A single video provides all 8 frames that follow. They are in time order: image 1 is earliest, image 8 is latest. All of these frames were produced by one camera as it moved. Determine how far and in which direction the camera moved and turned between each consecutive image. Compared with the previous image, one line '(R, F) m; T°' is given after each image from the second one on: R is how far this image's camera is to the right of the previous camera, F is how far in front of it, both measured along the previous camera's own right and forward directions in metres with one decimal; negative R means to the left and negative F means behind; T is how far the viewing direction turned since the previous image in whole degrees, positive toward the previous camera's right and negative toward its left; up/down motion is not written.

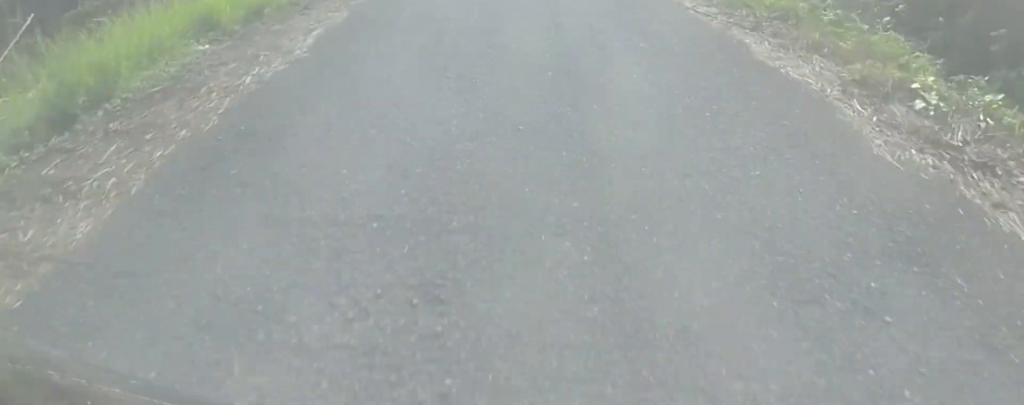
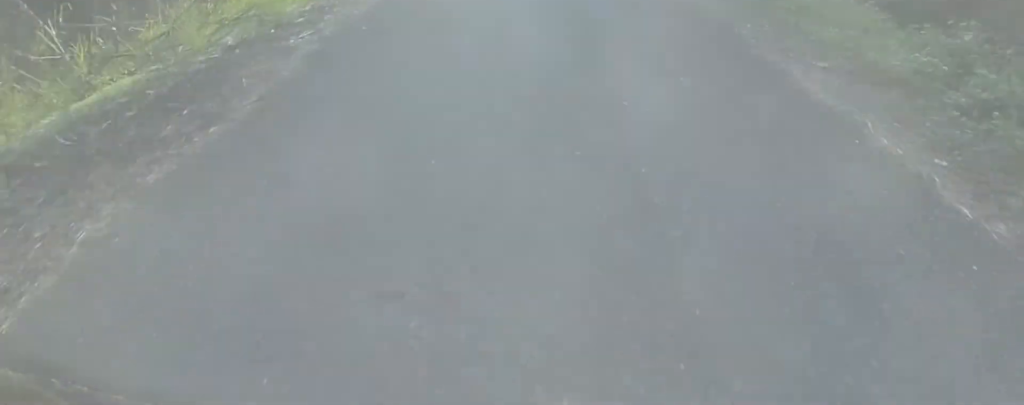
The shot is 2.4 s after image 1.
(+0.2, +27.2) m; +1°
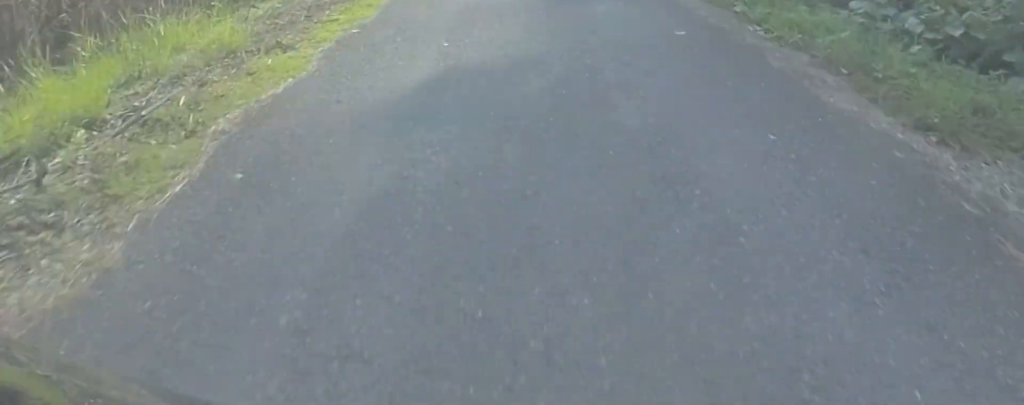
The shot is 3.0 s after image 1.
(+0.3, +7.4) m; 0°
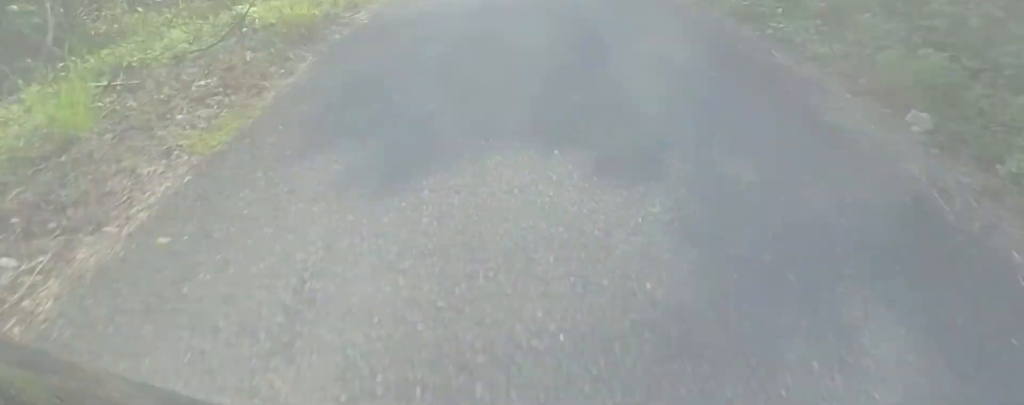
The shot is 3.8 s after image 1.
(-0.1, +8.9) m; 0°
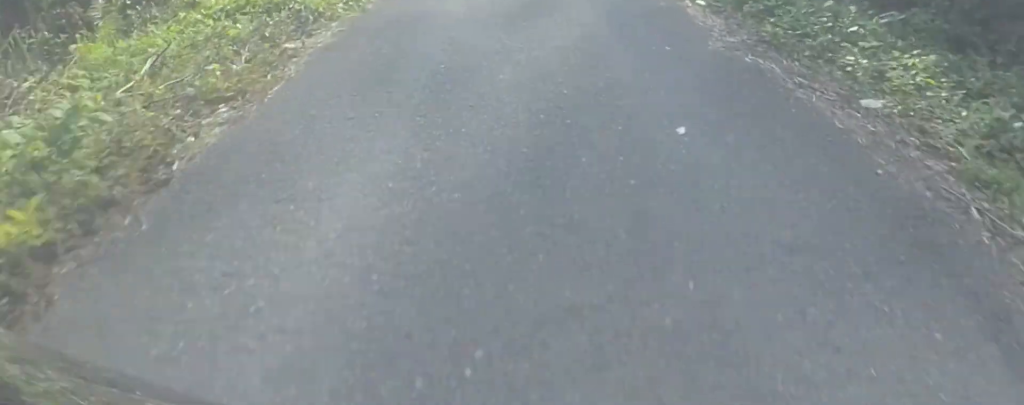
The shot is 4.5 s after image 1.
(-0.1, +7.3) m; 0°
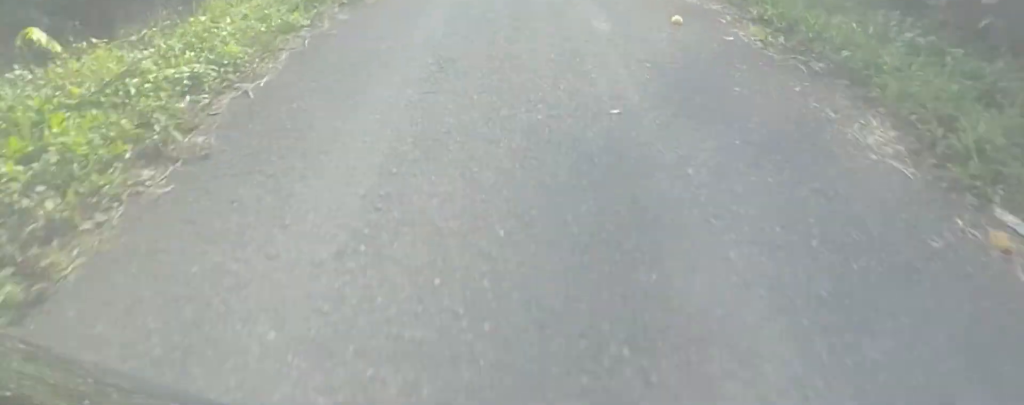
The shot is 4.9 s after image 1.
(+0.1, +4.3) m; 0°
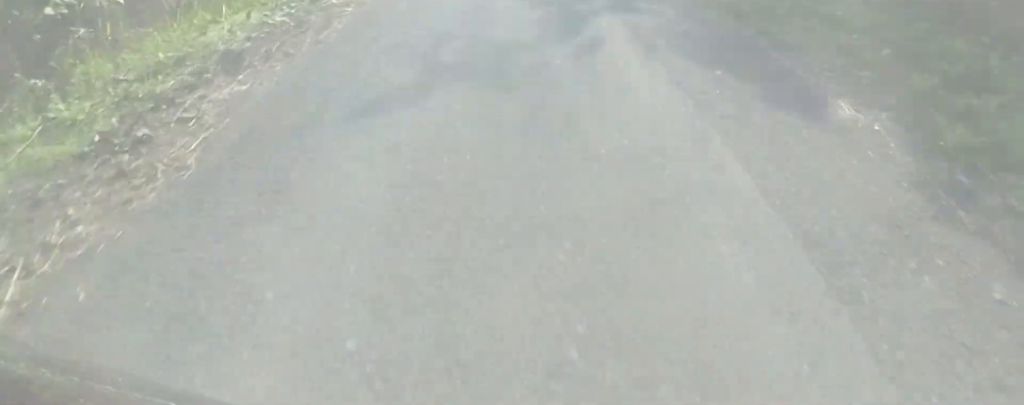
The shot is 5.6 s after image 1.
(0.0, +7.4) m; -2°
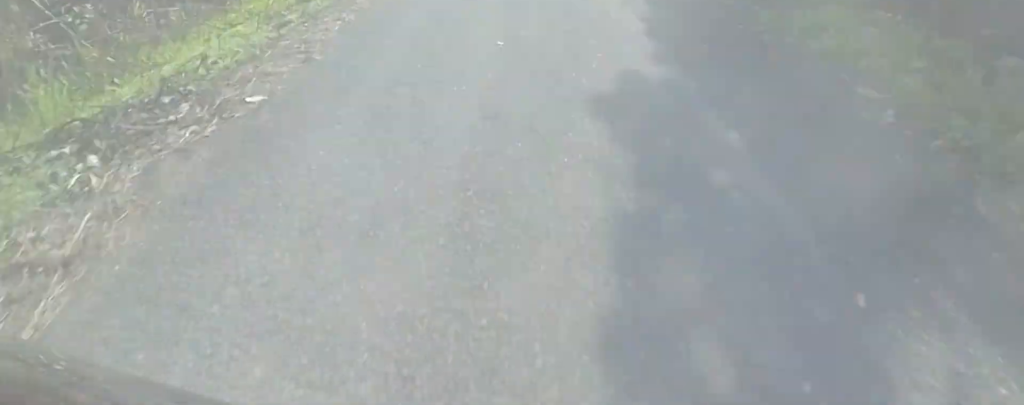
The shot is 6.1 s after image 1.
(0.0, +5.6) m; -4°
